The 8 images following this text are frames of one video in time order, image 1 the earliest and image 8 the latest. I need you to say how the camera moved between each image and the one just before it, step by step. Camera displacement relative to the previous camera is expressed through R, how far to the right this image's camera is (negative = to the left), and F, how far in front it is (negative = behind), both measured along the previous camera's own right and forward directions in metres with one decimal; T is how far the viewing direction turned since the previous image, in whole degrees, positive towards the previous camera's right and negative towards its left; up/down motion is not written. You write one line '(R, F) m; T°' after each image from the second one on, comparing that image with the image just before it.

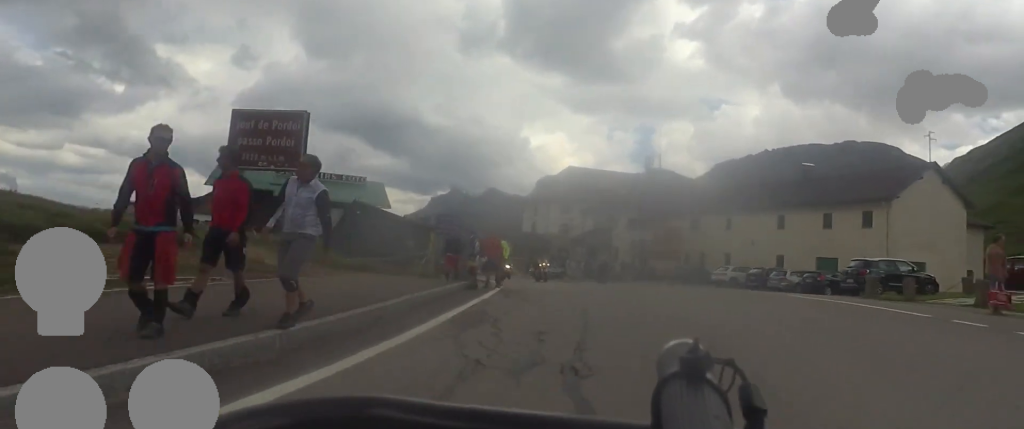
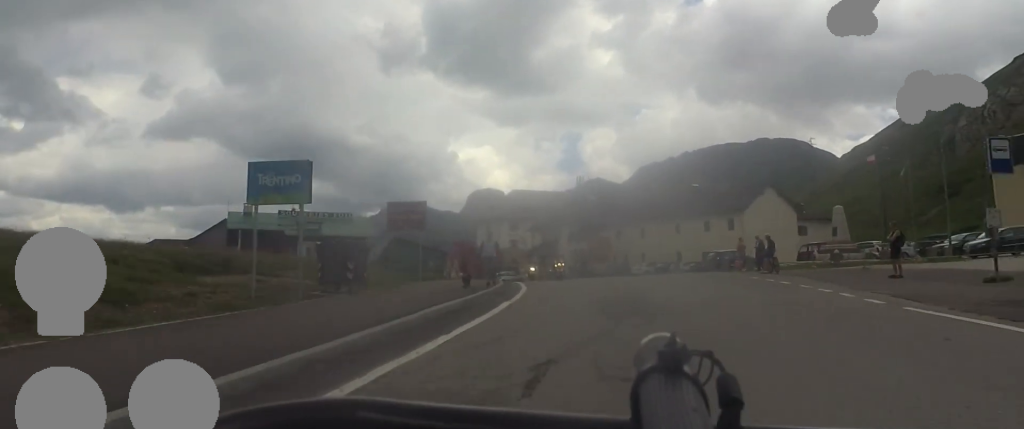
(+1.1, +17.2) m; +8°
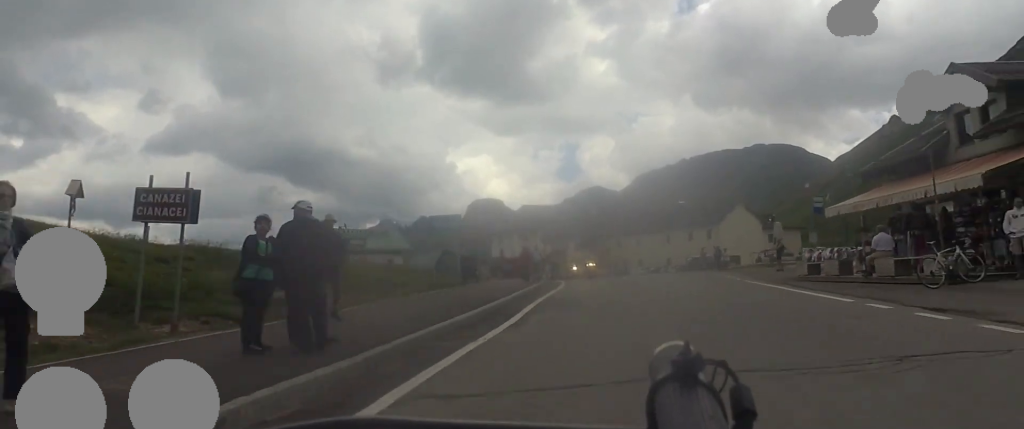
(-0.3, +13.8) m; -1°
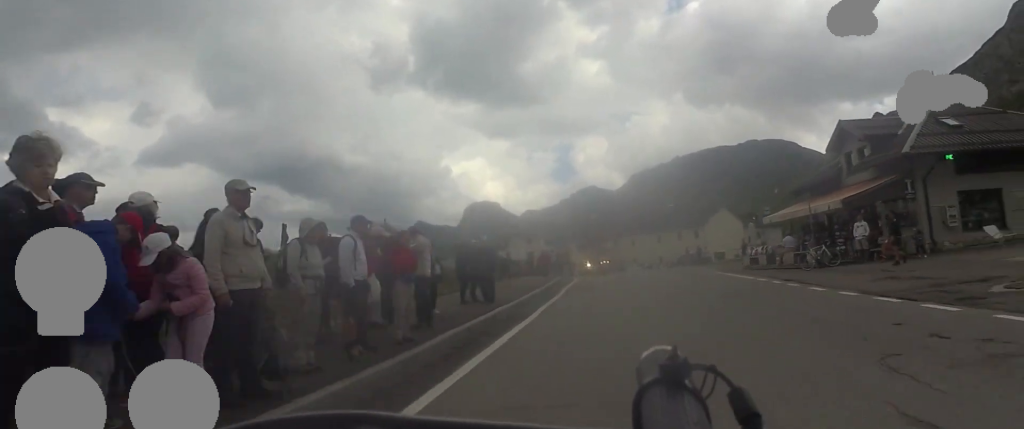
(+0.5, +8.8) m; +3°
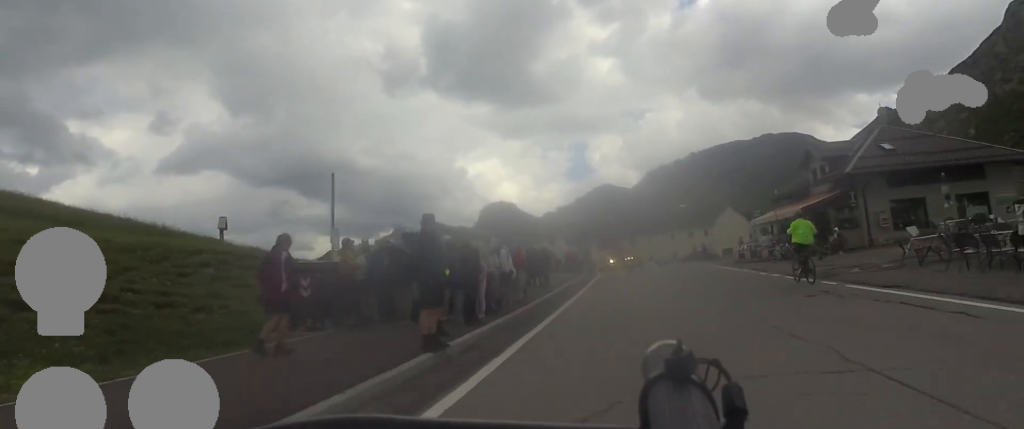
(+0.1, +7.8) m; -2°
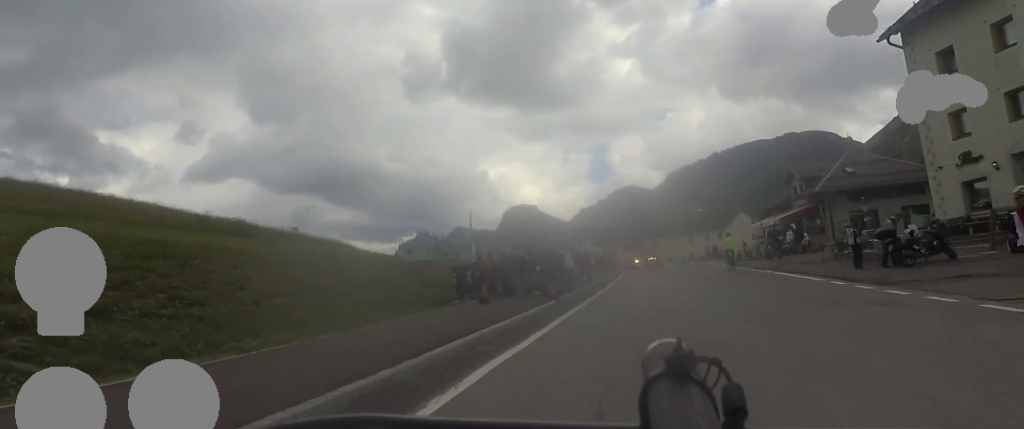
(-0.4, +9.9) m; -4°
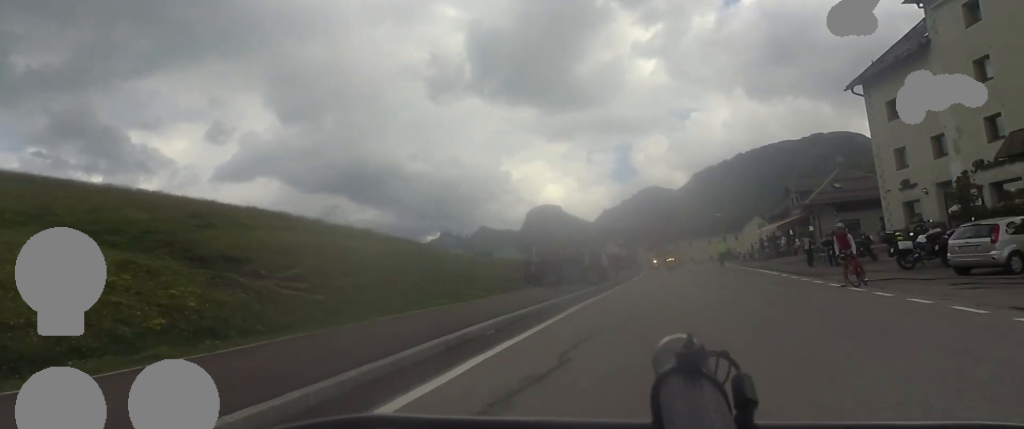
(-0.2, +8.8) m; -1°
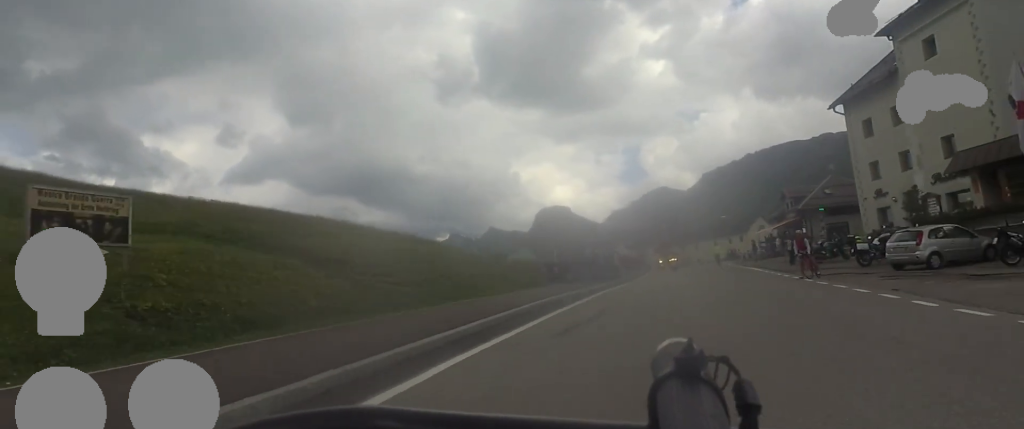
(0.0, +5.1) m; 0°
